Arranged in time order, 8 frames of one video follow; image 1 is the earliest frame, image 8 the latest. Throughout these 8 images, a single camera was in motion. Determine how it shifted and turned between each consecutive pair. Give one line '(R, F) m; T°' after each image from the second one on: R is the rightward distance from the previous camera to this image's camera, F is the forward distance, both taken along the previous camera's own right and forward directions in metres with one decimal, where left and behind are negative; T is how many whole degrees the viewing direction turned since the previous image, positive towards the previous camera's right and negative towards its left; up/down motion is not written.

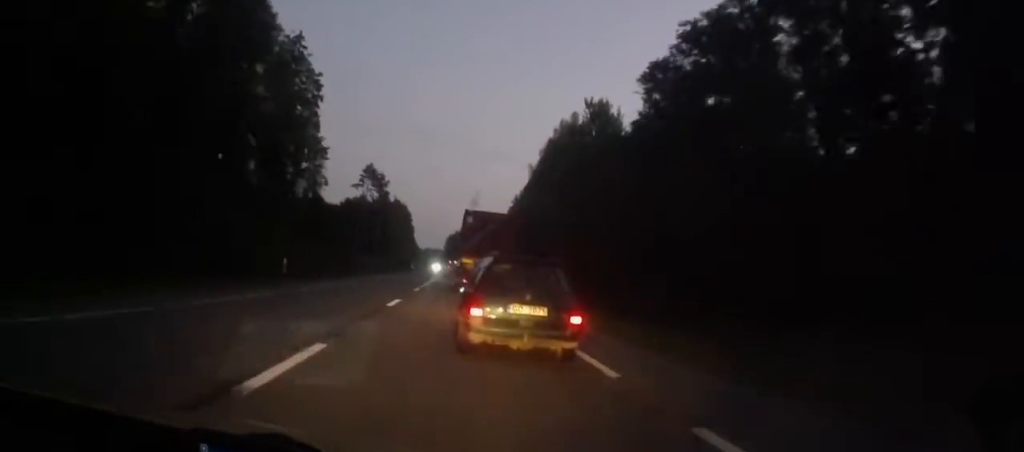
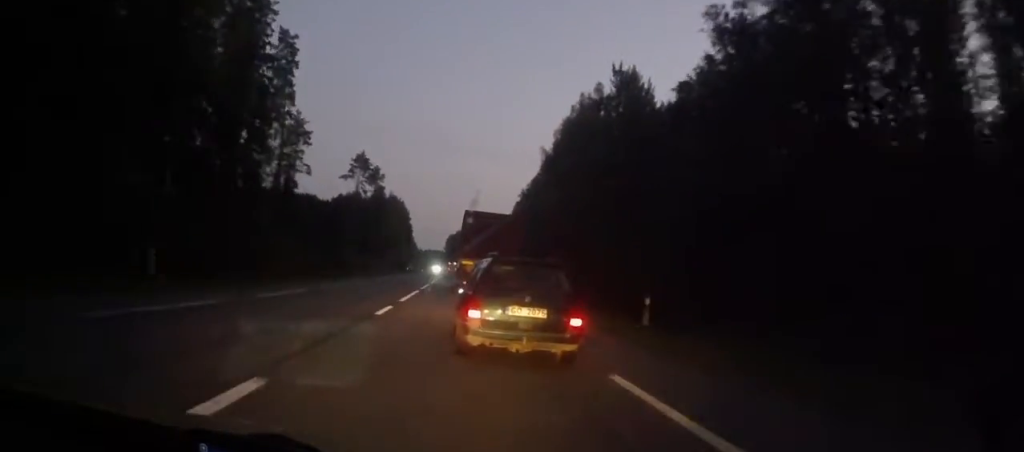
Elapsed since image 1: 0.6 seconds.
(0.0, +15.7) m; 0°
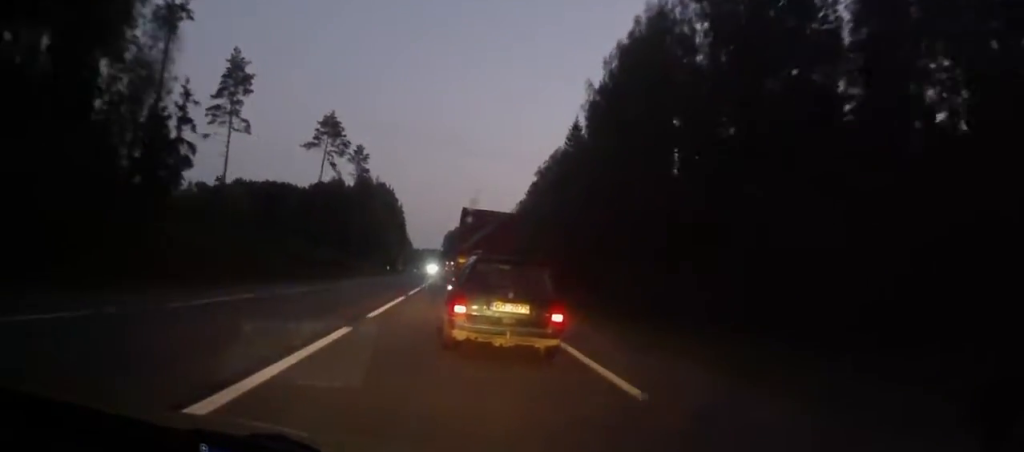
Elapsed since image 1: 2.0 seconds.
(0.0, +32.8) m; +1°
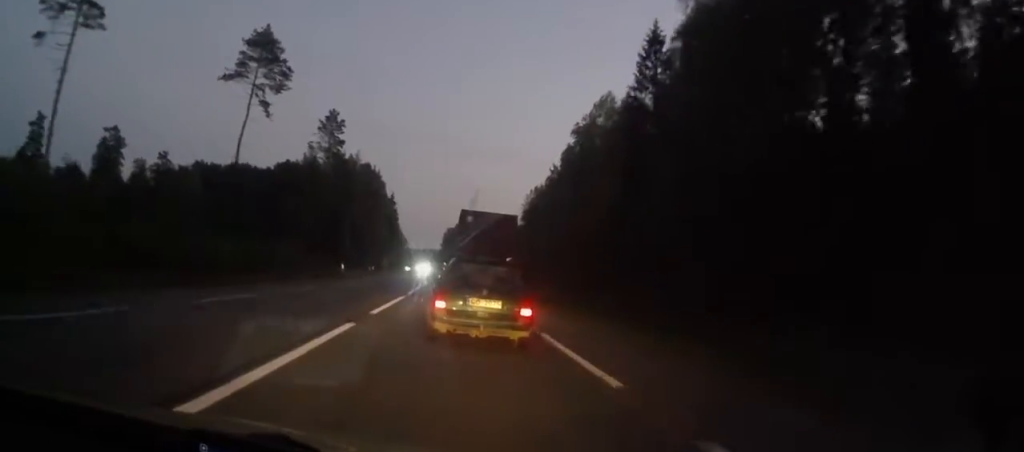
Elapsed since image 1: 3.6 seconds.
(+0.3, +36.2) m; 0°
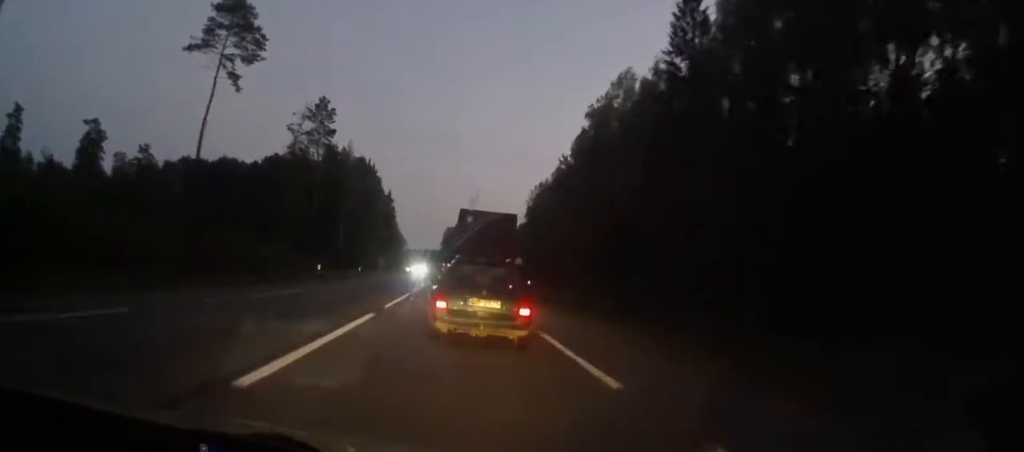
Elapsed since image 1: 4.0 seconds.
(-0.1, +9.0) m; 0°
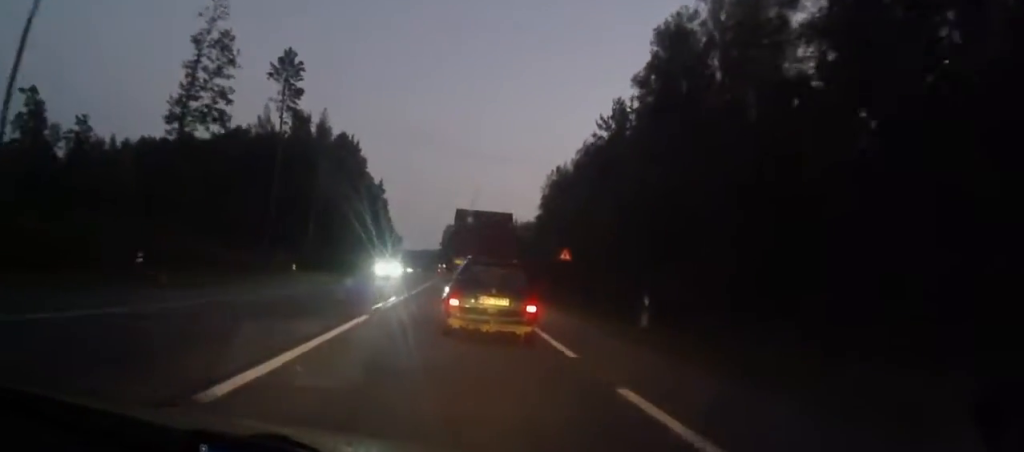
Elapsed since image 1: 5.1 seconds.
(-0.1, +24.6) m; -1°
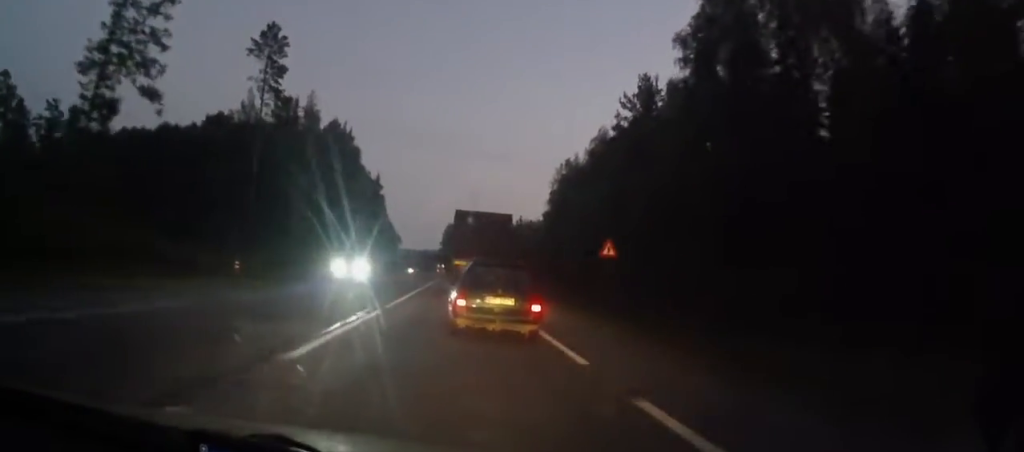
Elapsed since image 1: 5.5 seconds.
(-0.1, +9.6) m; 0°
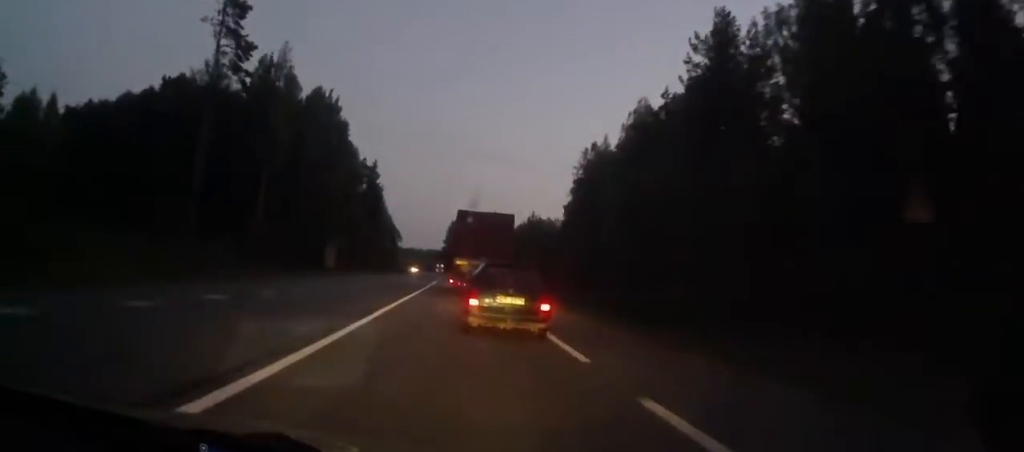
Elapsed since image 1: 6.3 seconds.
(-0.2, +17.7) m; 0°
